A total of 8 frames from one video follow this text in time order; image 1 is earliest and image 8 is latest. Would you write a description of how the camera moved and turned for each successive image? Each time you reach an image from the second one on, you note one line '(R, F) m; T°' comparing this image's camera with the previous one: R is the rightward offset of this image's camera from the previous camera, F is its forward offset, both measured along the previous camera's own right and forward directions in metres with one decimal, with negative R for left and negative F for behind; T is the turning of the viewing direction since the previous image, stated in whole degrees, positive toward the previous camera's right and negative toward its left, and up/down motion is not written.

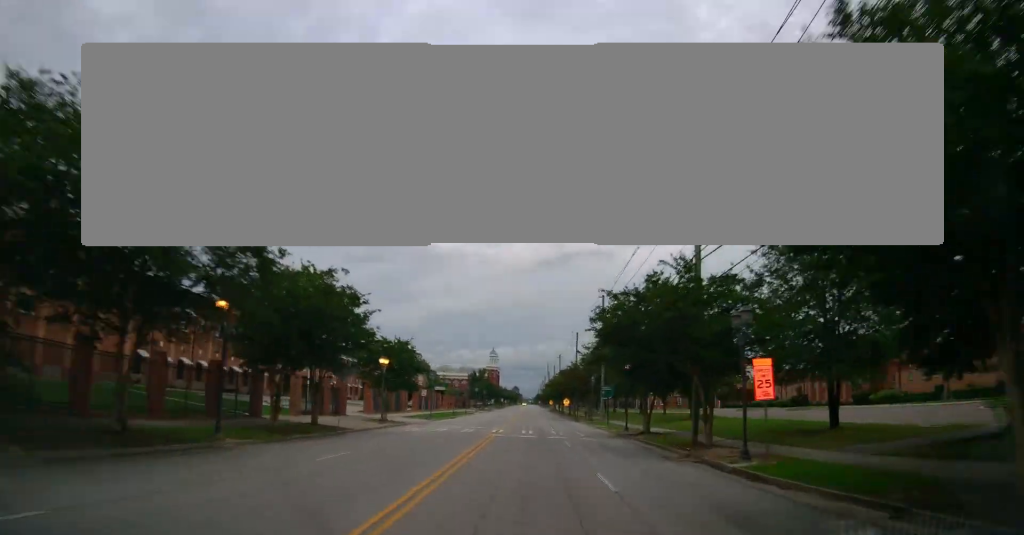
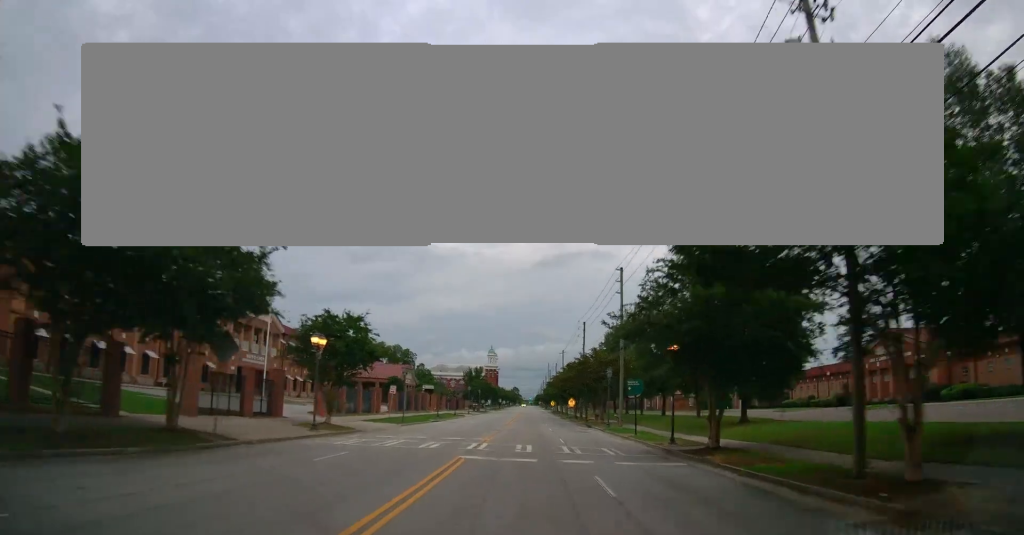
(-0.2, +12.8) m; 0°
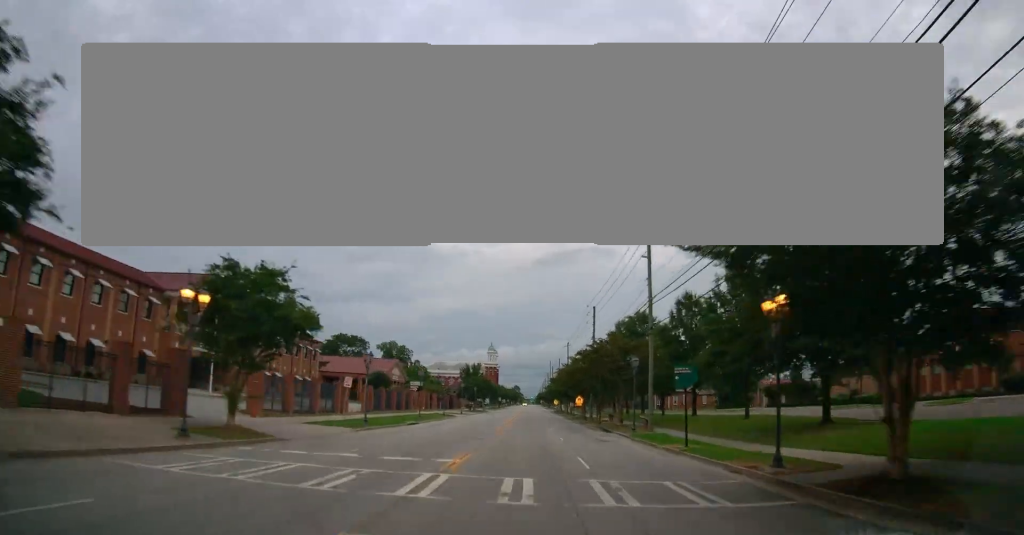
(+0.1, +11.5) m; 0°
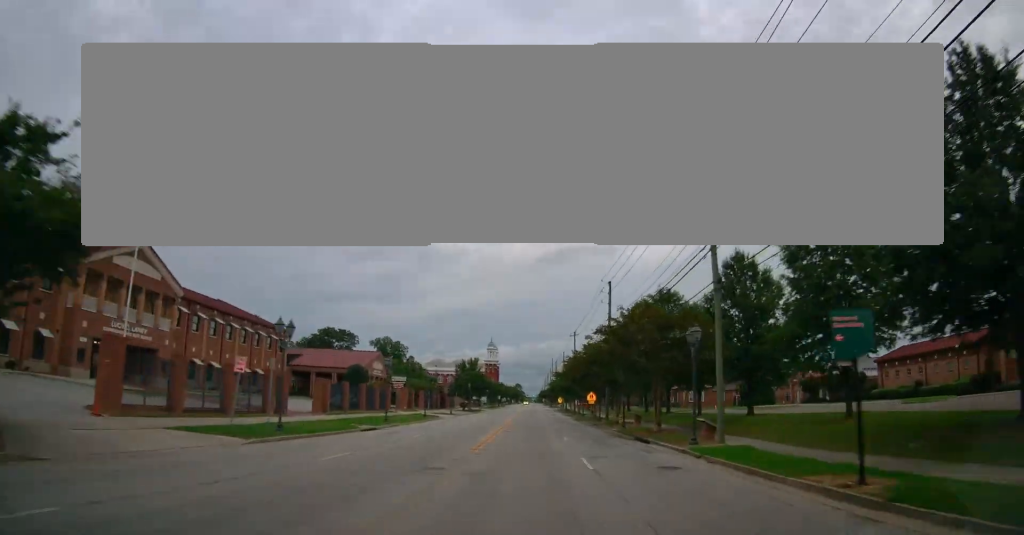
(+0.1, +13.2) m; 0°
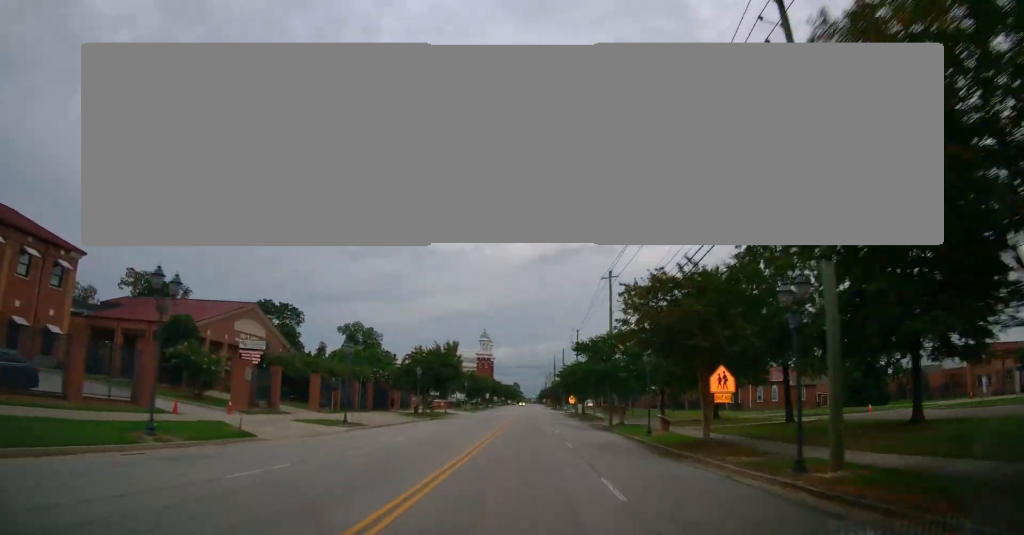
(-0.3, +42.3) m; 0°
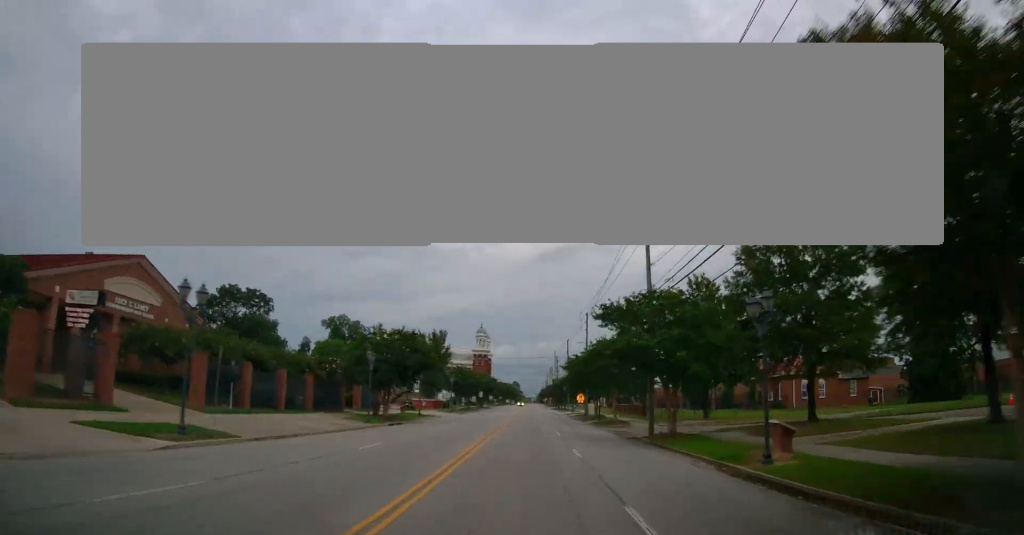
(0.0, +16.2) m; 0°
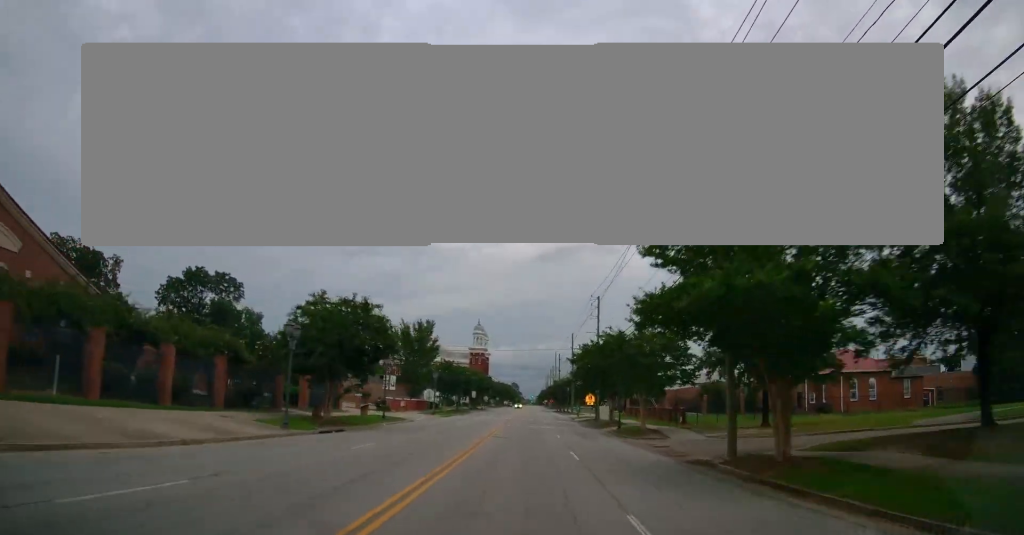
(+0.1, +12.8) m; 0°
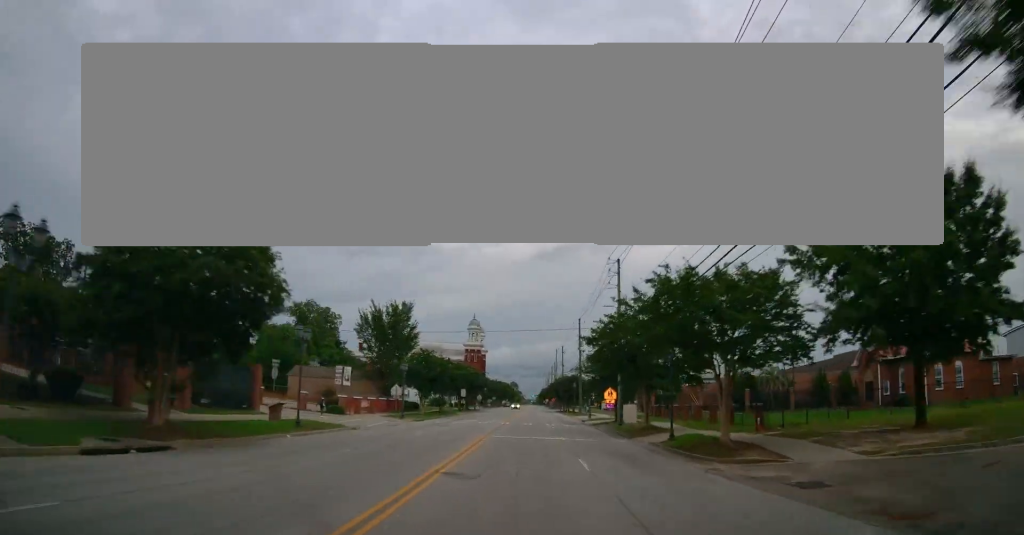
(0.0, +15.4) m; 0°
